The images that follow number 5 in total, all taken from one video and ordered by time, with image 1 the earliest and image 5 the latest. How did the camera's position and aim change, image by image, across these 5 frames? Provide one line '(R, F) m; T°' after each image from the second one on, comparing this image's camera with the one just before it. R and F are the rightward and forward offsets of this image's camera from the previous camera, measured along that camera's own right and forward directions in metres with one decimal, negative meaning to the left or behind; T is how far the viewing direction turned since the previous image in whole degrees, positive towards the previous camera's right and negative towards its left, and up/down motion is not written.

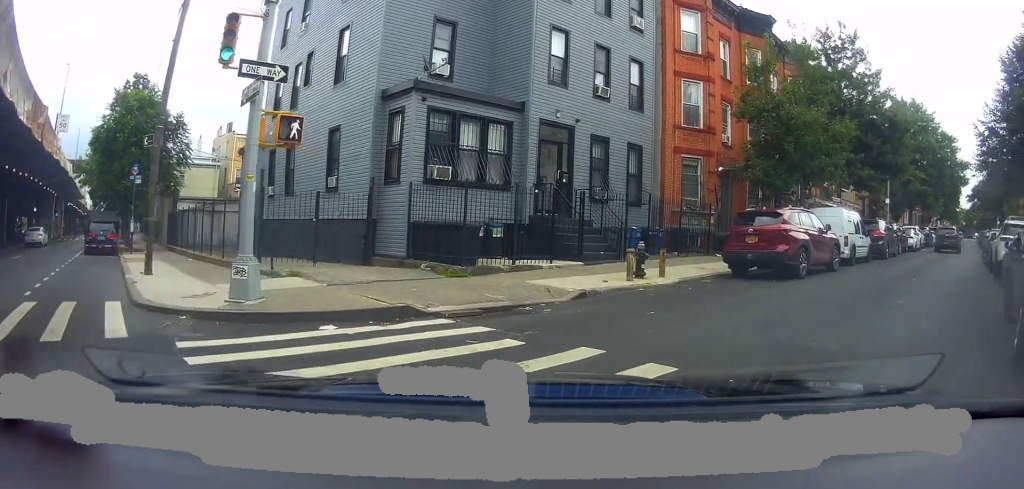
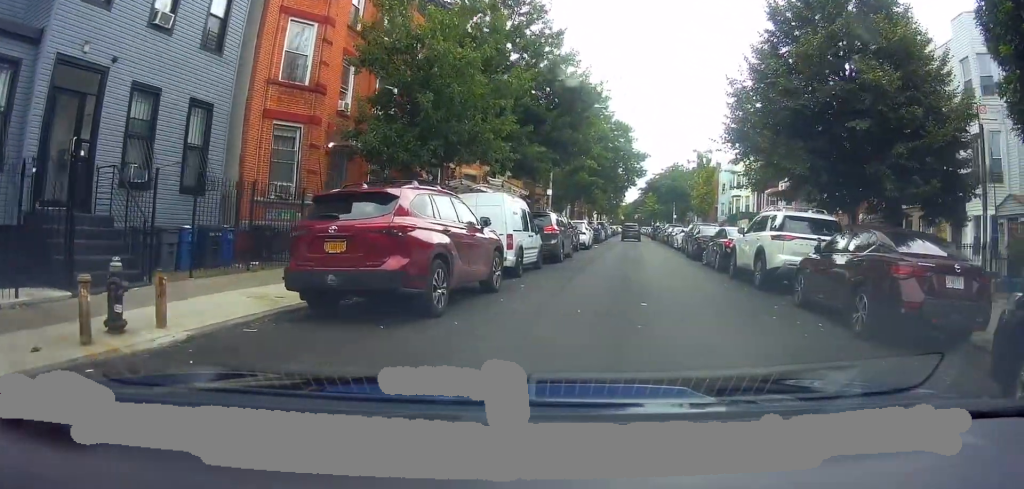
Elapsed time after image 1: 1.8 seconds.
(+1.2, +6.8) m; +25°
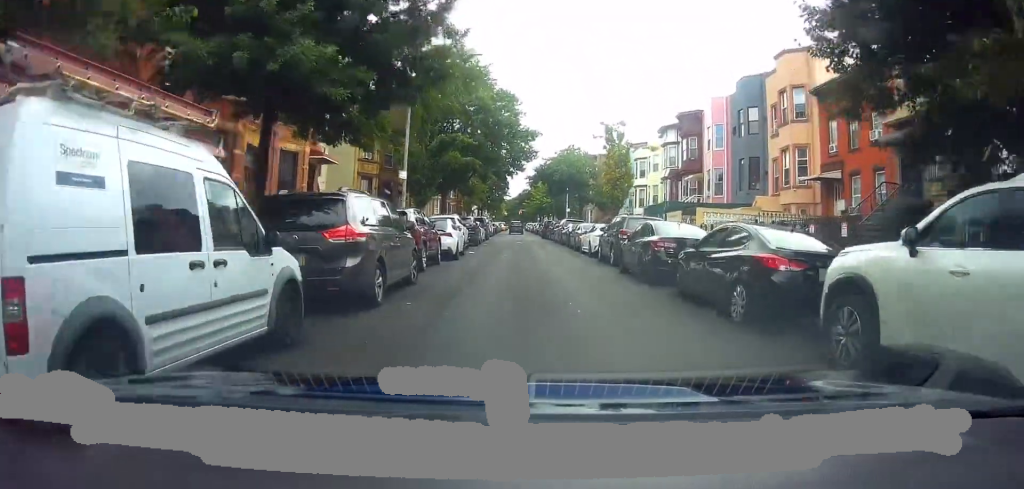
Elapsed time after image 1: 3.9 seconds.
(+1.7, +10.0) m; +8°
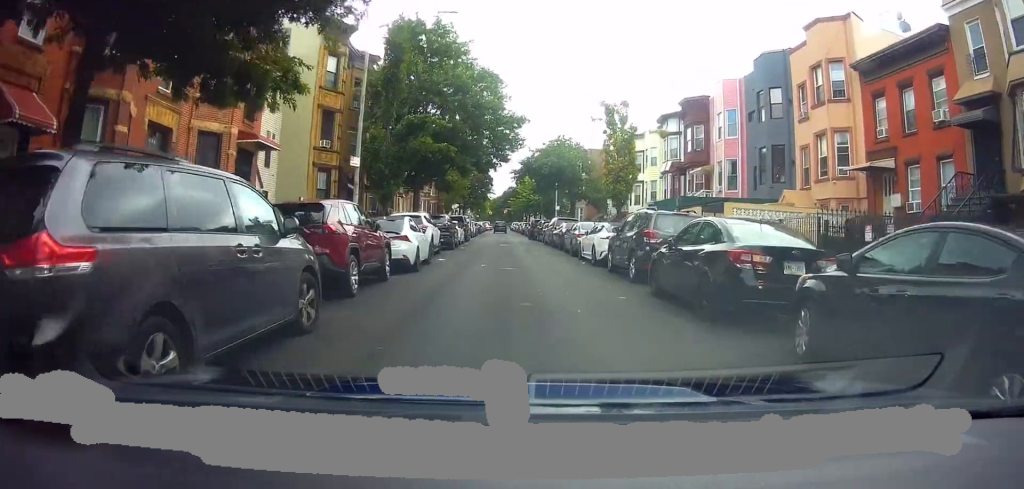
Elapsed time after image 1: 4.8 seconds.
(+0.5, +5.1) m; +8°
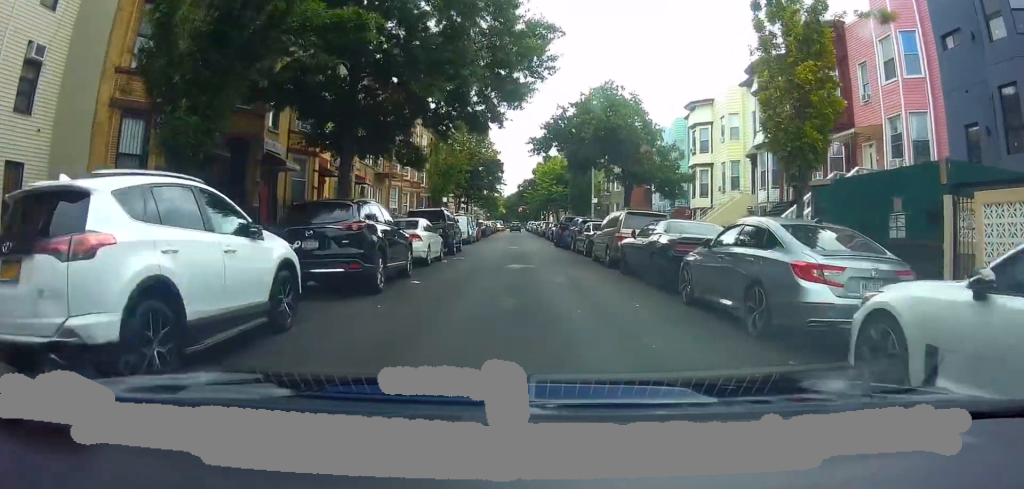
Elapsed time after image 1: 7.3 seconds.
(+1.4, +17.5) m; +3°
